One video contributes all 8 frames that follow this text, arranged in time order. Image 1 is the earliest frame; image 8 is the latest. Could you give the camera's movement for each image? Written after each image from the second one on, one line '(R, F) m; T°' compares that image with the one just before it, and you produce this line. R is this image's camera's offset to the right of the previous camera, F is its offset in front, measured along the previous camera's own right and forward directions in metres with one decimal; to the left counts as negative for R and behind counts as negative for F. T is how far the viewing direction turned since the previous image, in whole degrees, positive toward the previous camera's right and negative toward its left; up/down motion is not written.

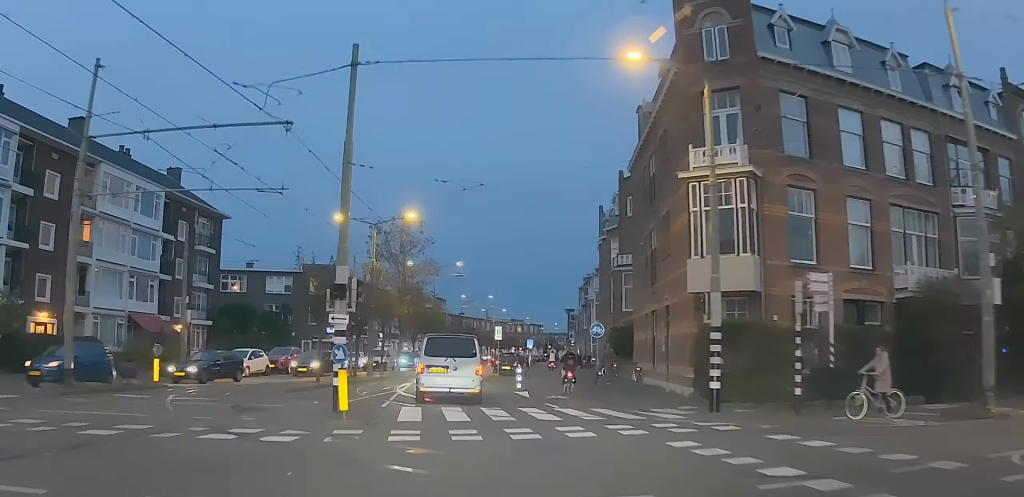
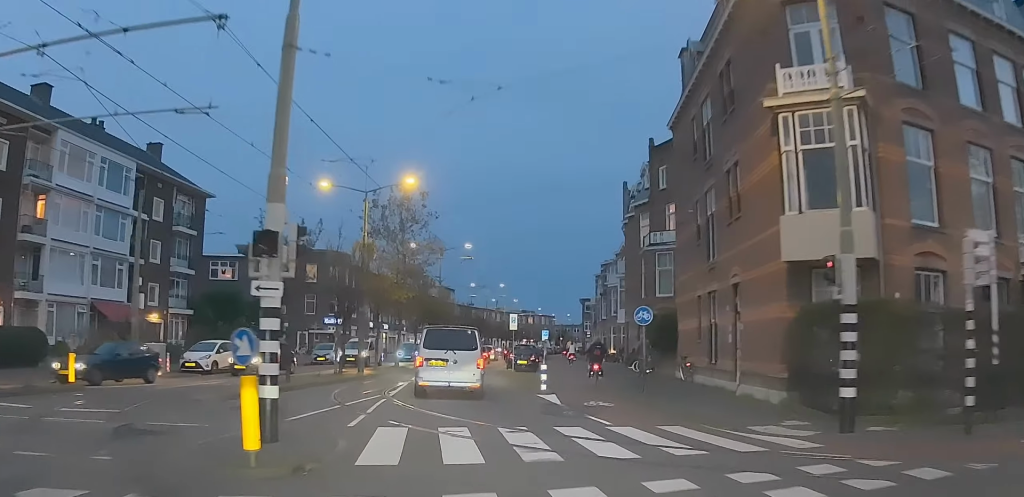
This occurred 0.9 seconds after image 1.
(0.0, +7.0) m; -1°
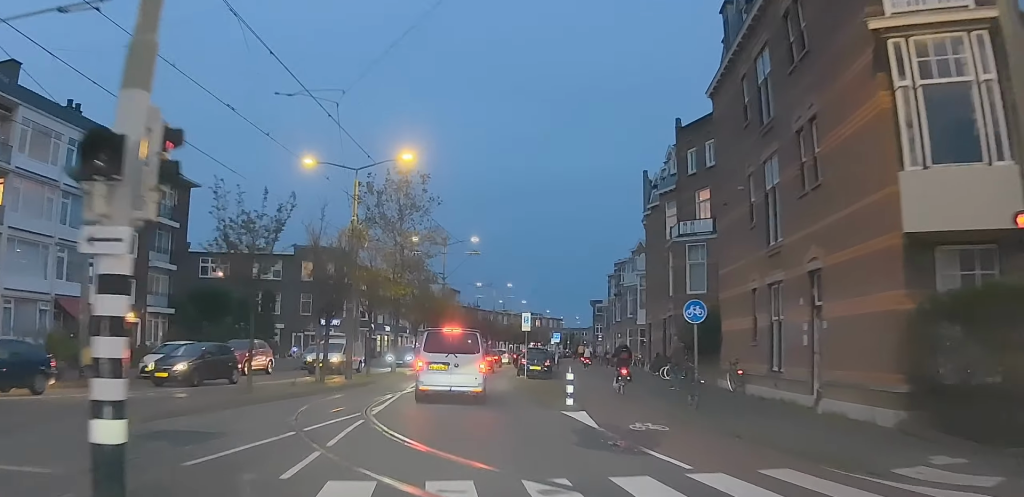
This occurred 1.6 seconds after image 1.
(-0.1, +5.7) m; +1°
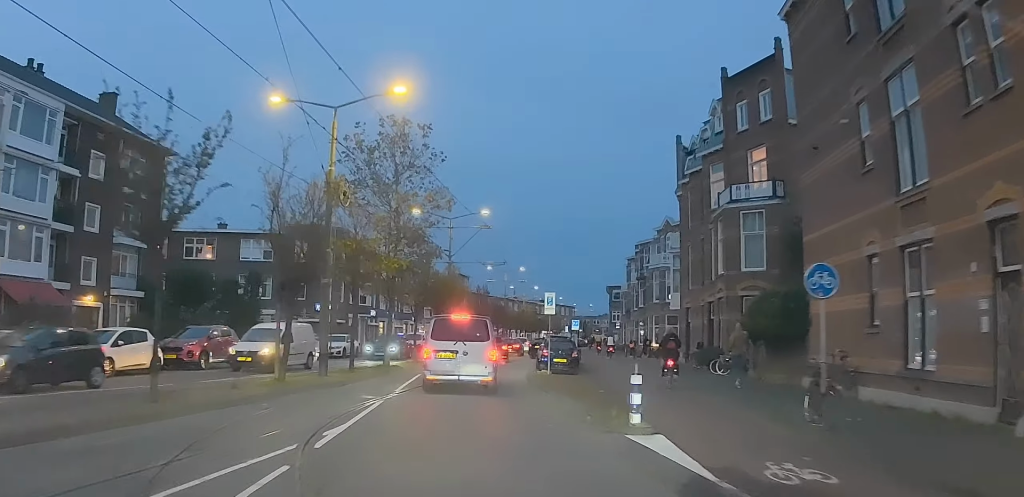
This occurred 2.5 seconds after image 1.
(+0.2, +6.9) m; 0°
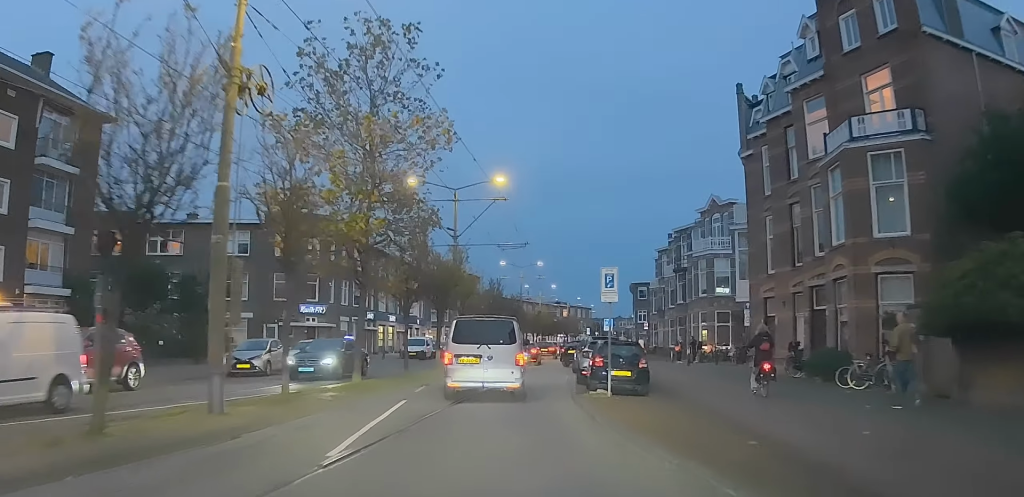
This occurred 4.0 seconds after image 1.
(-0.3, +11.1) m; -3°
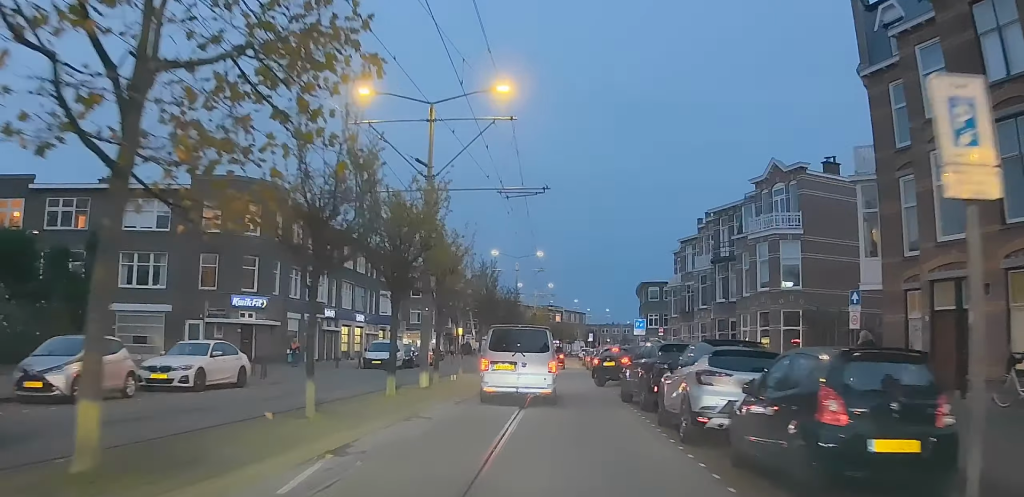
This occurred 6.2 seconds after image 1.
(-0.1, +14.7) m; 0°
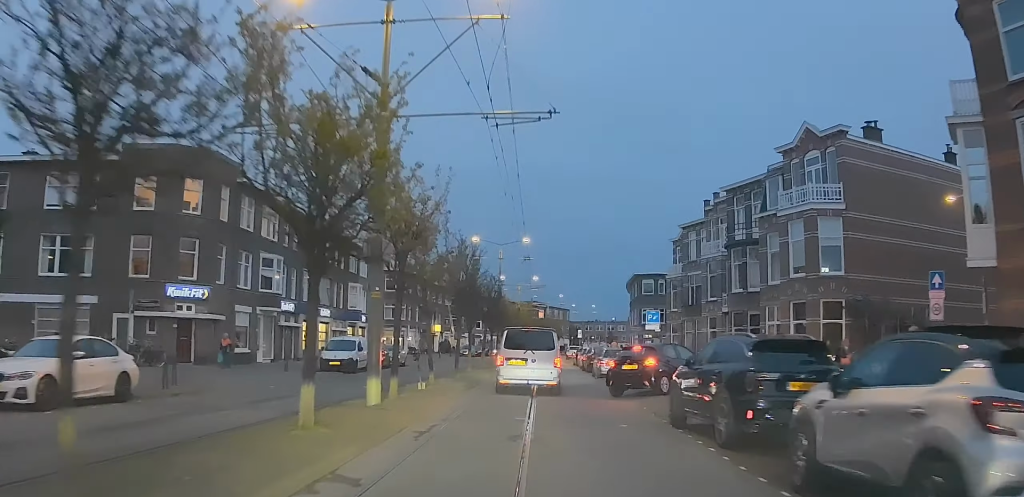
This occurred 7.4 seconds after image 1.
(+0.1, +7.3) m; +1°
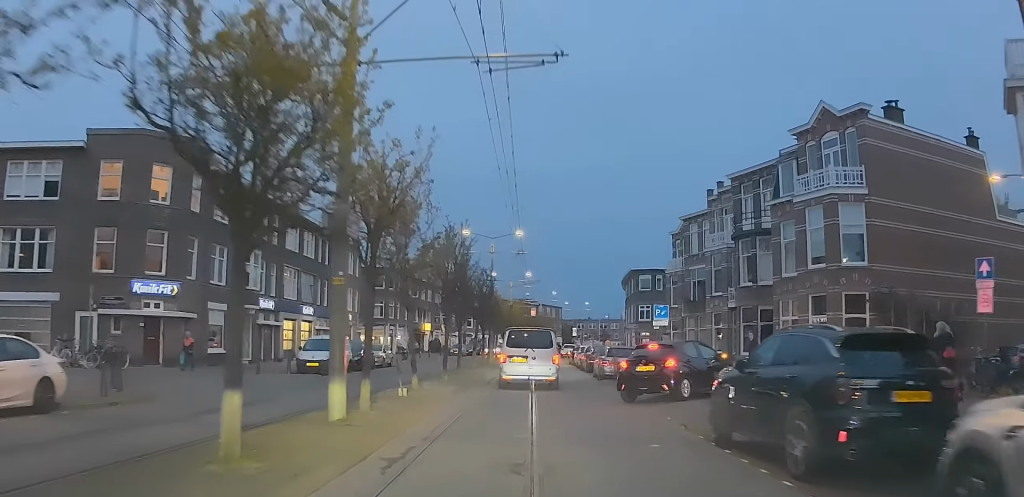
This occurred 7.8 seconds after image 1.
(0.0, +2.8) m; 0°
